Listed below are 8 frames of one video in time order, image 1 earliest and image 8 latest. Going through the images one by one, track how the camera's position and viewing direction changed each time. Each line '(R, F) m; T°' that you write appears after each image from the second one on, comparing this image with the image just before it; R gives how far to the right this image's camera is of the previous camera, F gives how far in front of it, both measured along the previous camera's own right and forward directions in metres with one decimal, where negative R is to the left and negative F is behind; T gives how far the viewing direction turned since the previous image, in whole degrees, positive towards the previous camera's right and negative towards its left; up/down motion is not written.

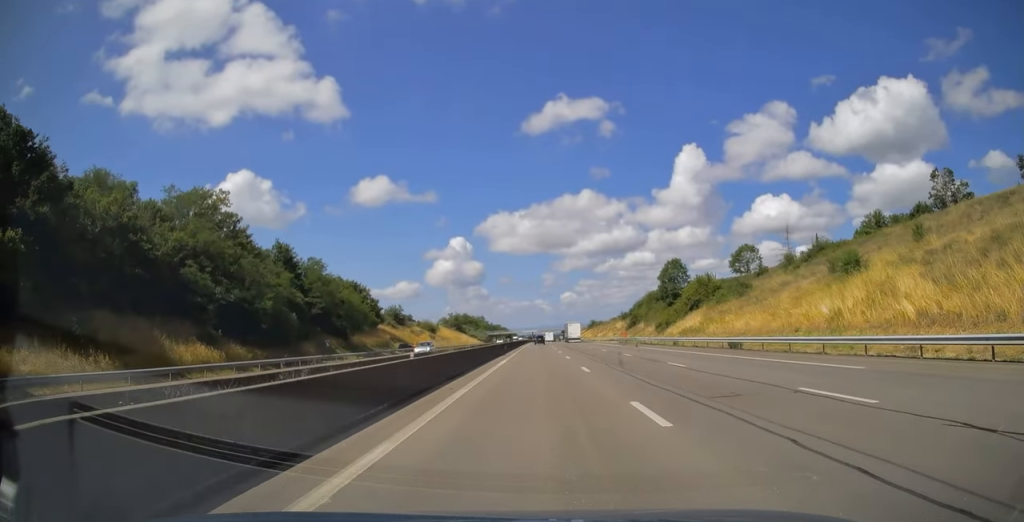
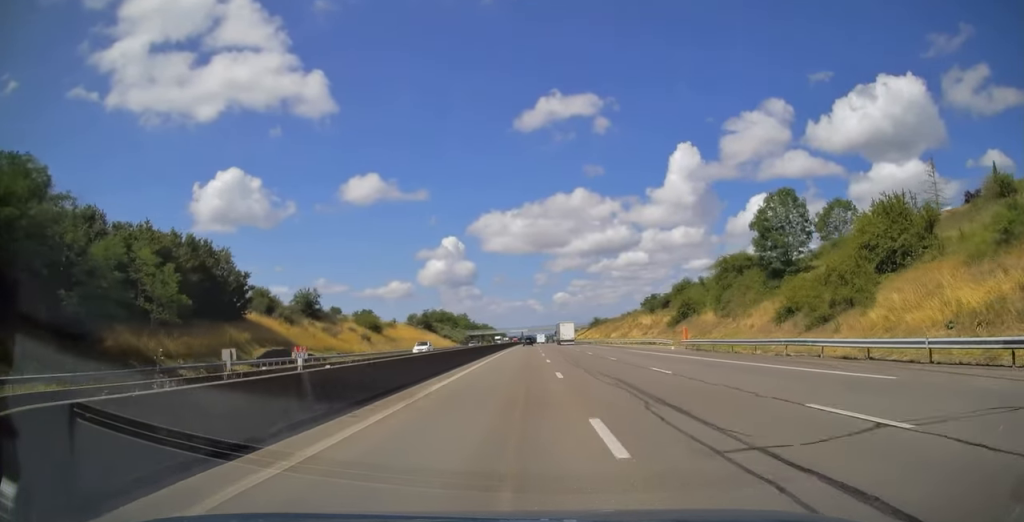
(+0.1, +53.8) m; 0°
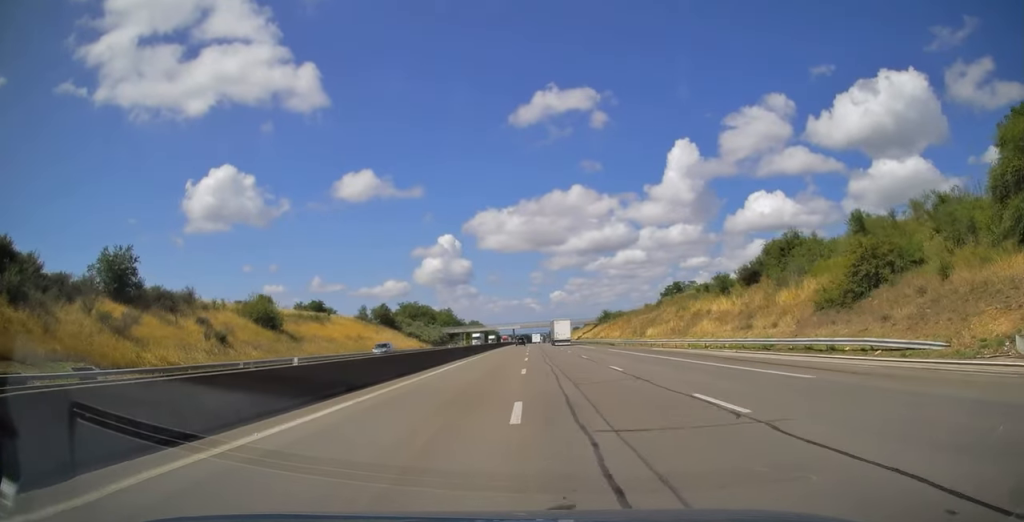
(0.0, +48.8) m; 0°
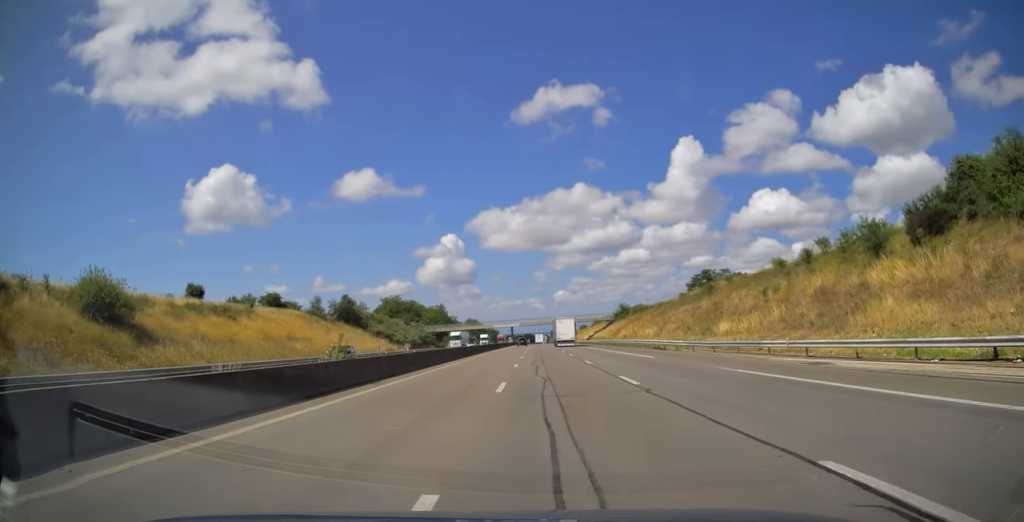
(+0.1, +32.9) m; +1°
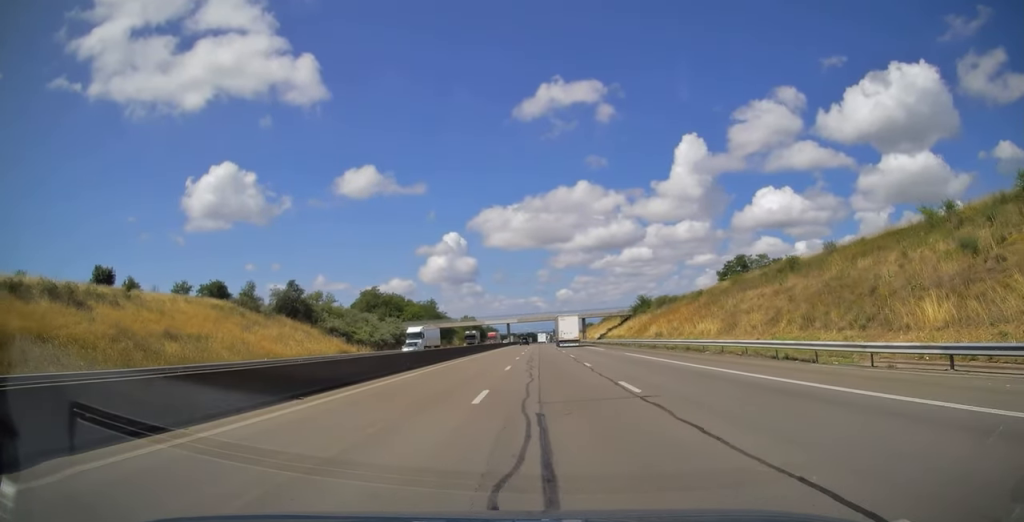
(+0.3, +28.3) m; 0°
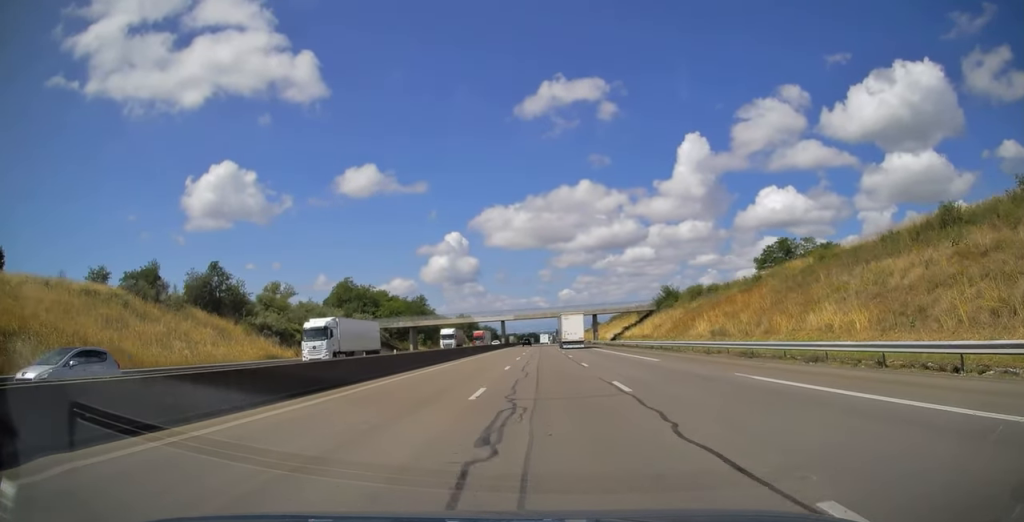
(-0.1, +24.9) m; 0°
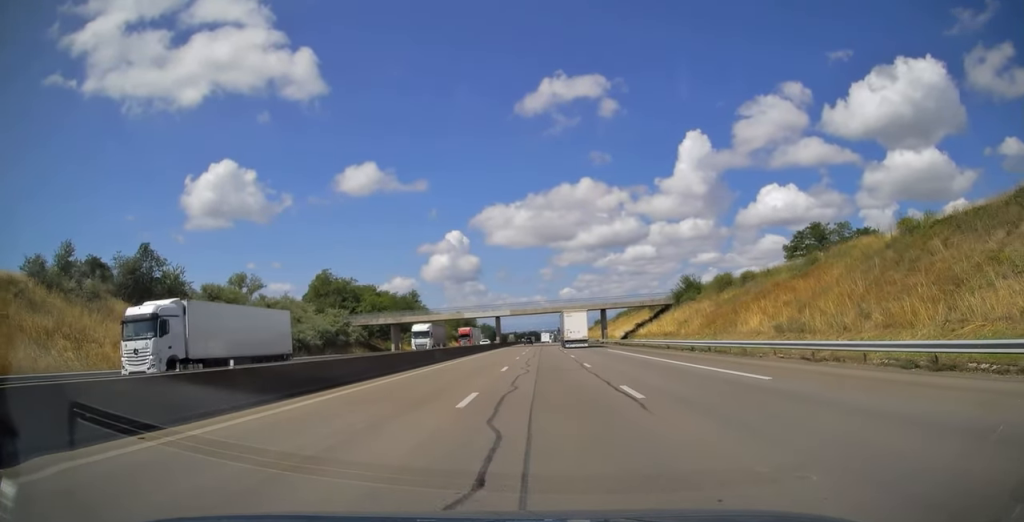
(-0.1, +14.7) m; 0°
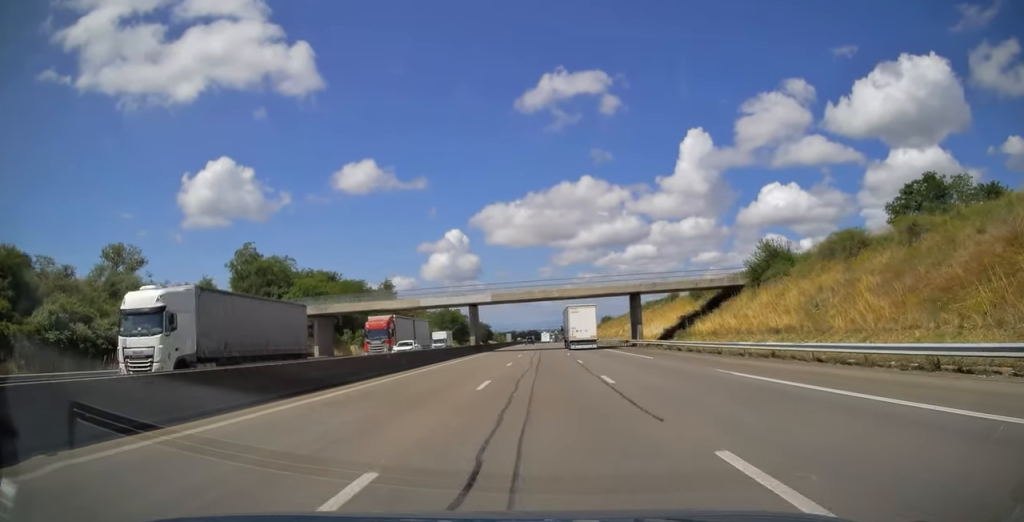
(-0.1, +34.5) m; 0°
